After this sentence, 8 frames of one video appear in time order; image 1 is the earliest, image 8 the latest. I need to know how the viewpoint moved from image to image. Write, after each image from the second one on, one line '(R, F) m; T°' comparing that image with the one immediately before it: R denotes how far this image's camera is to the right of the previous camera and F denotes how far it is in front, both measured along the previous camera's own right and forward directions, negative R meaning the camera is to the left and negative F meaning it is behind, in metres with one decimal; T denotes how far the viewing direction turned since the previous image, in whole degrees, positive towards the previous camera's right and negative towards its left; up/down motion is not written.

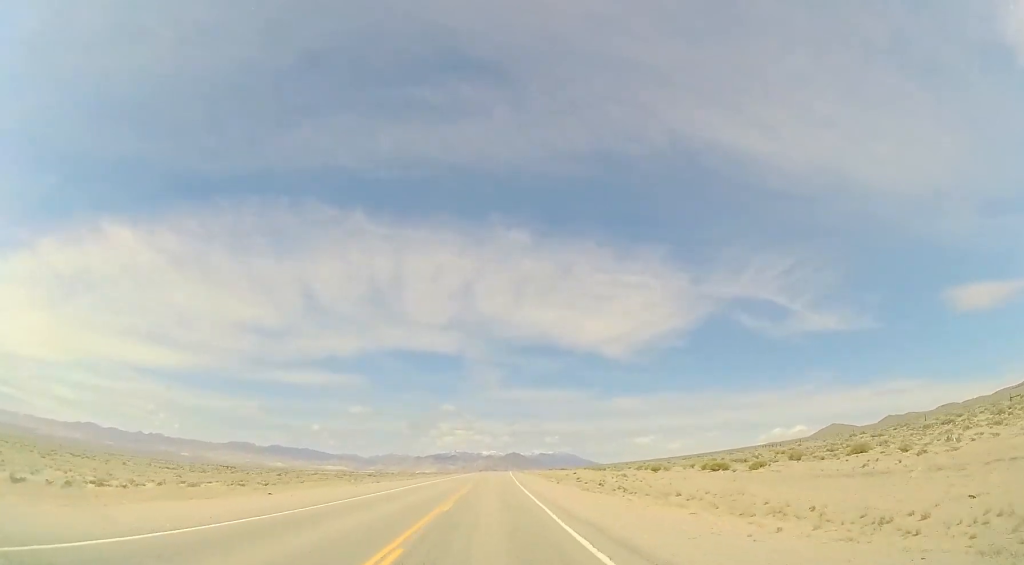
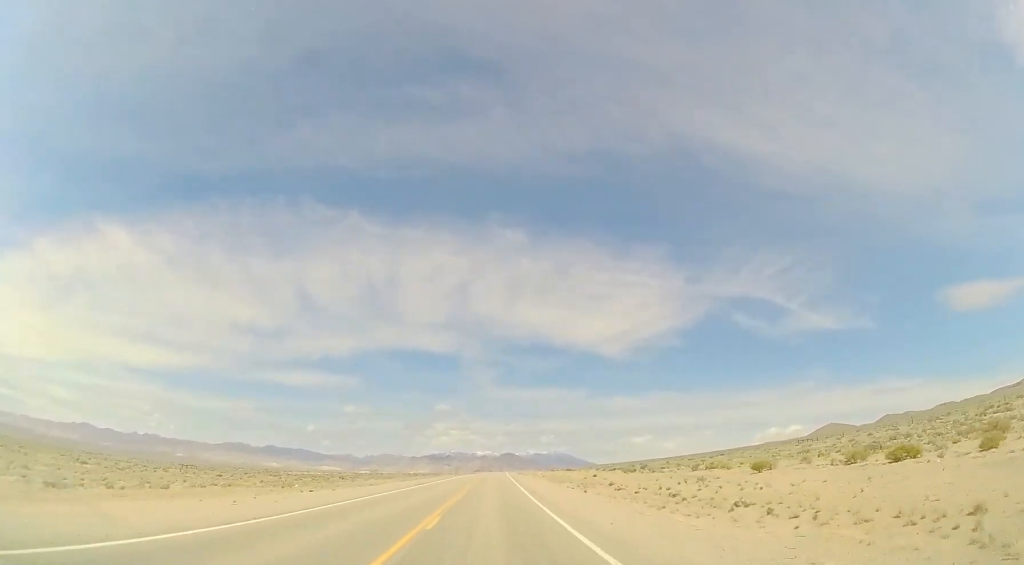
(+0.2, +17.6) m; +1°
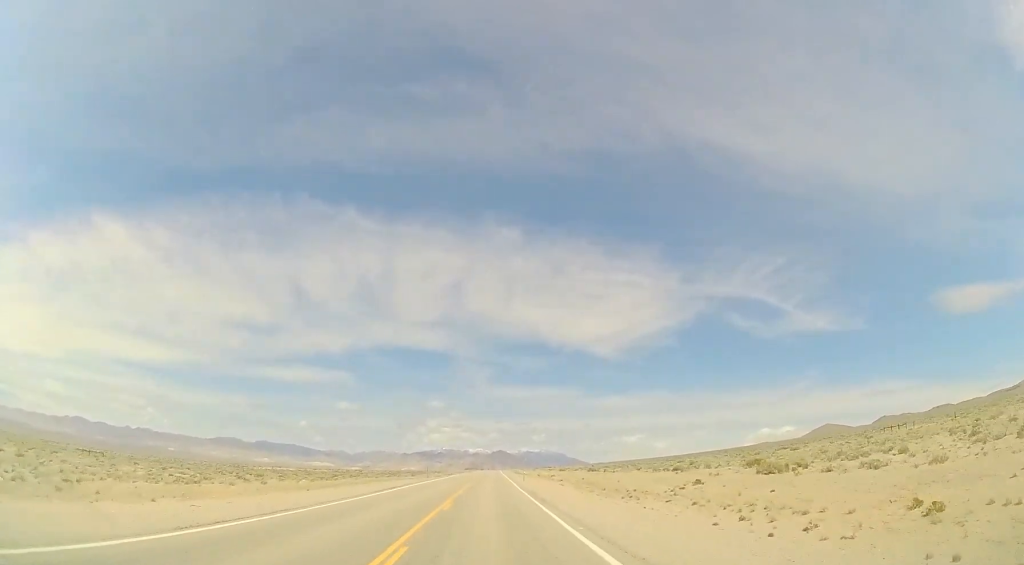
(+0.2, +31.4) m; 0°
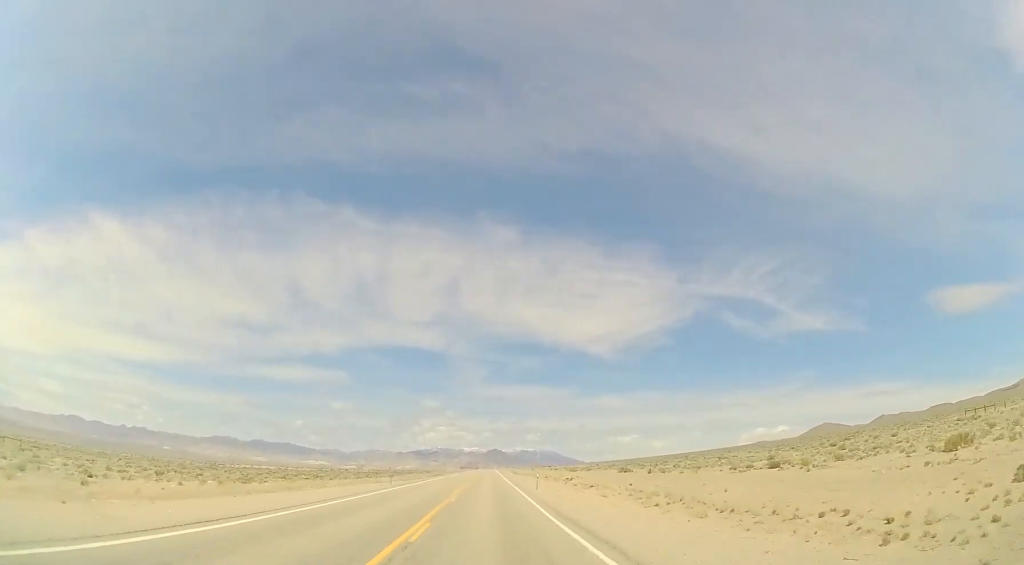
(-0.1, +21.1) m; 0°
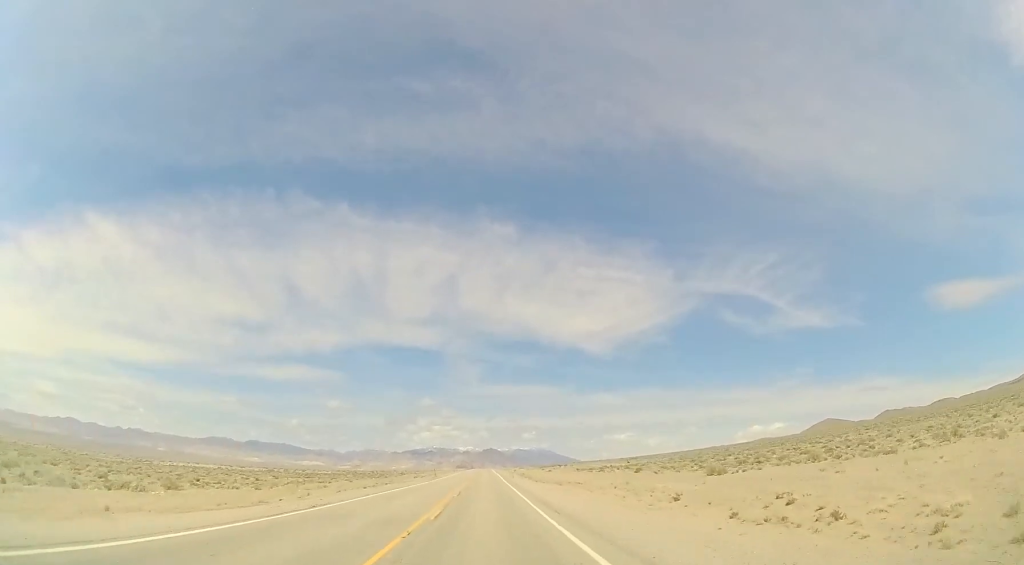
(+0.1, +56.2) m; 0°
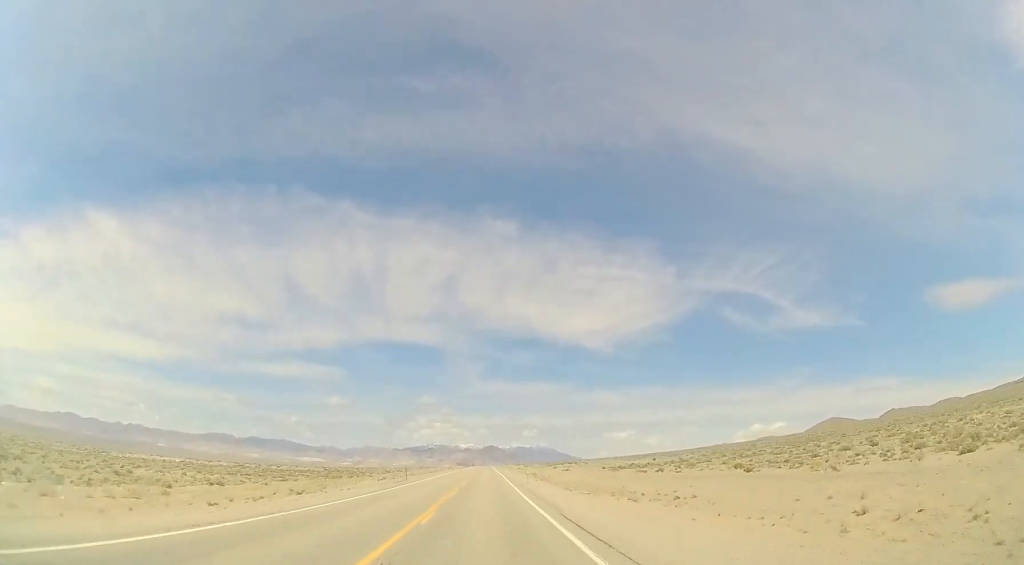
(0.0, +26.1) m; +1°
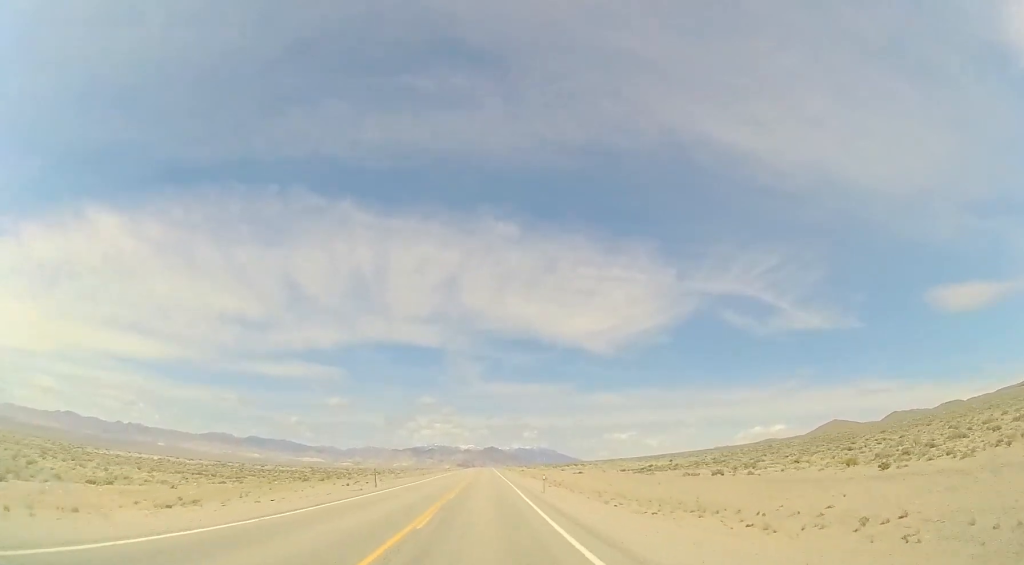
(0.0, +13.1) m; 0°
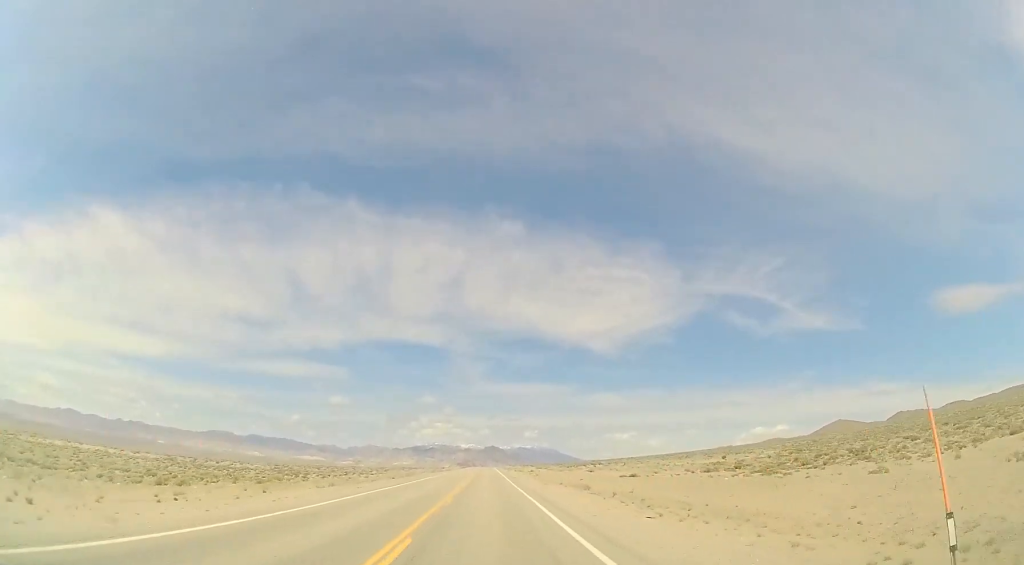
(+0.3, +29.9) m; 0°
